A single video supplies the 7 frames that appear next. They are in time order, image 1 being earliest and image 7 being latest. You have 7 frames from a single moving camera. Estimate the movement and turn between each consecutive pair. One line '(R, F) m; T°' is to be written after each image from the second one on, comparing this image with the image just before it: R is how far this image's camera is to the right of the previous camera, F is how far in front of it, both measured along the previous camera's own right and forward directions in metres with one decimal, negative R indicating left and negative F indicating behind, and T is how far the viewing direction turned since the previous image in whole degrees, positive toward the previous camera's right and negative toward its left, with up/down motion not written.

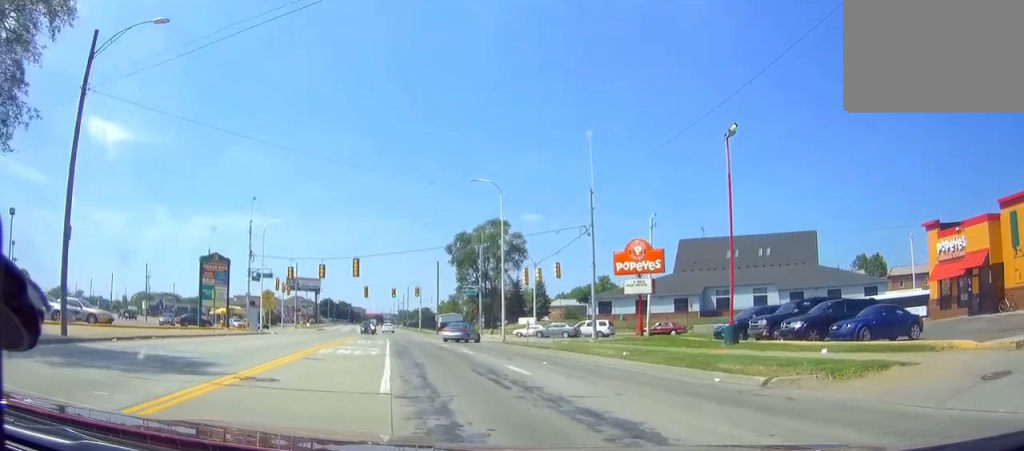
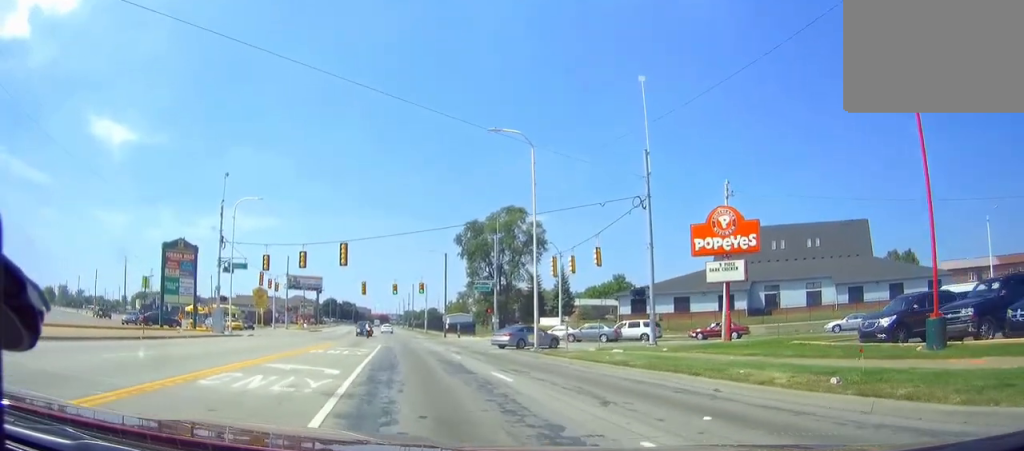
(0.0, +12.7) m; 0°
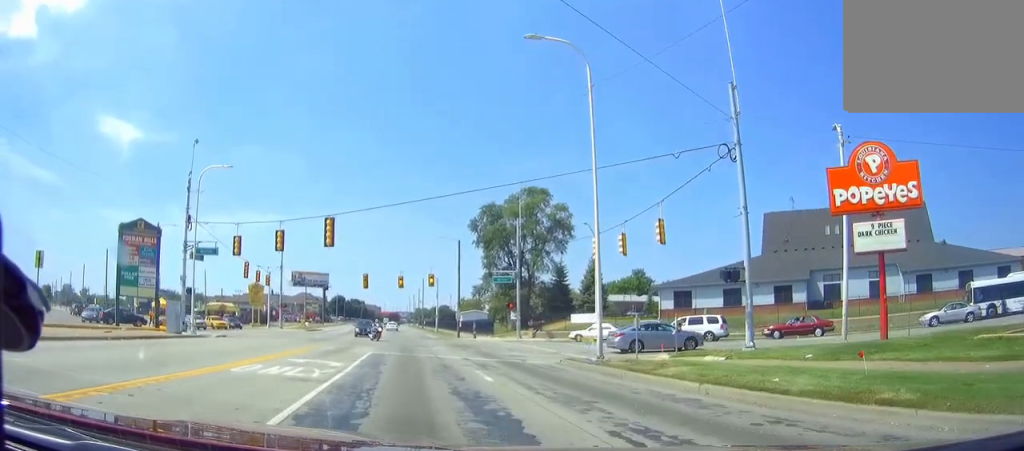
(0.0, +11.0) m; 0°
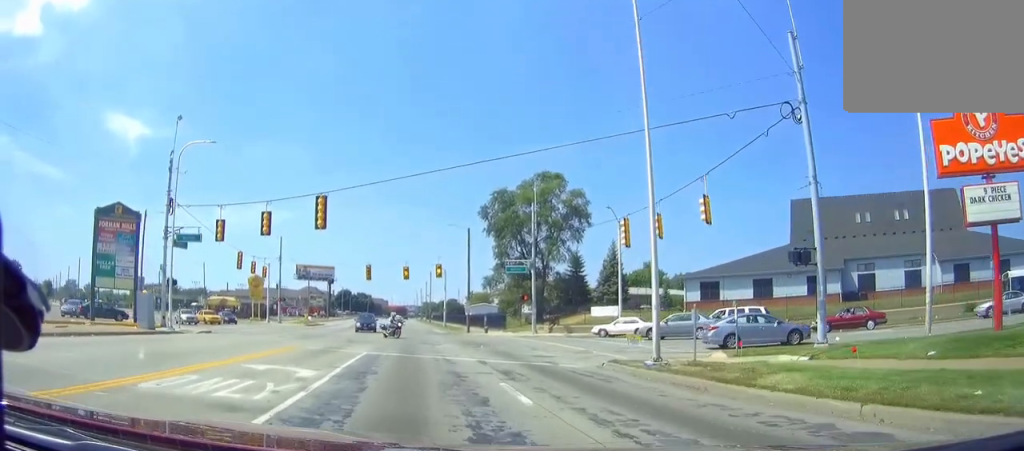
(0.0, +5.6) m; -1°
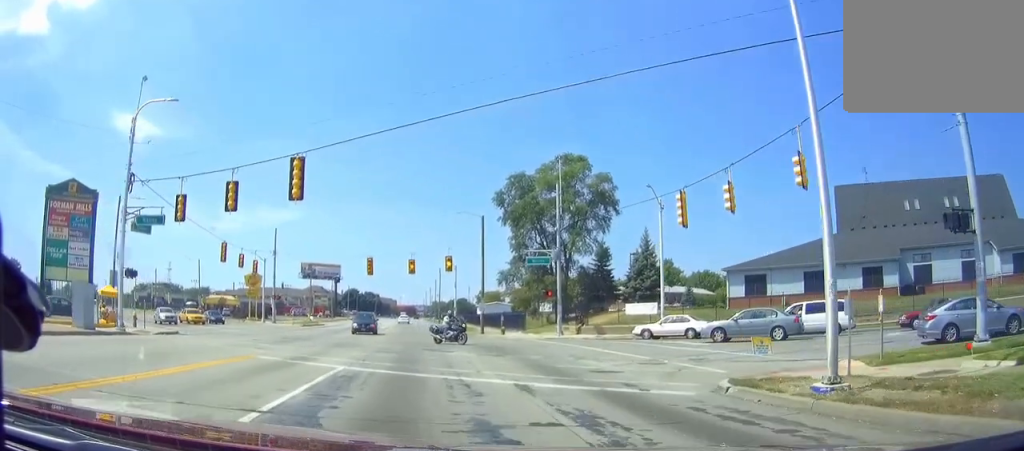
(+0.1, +8.3) m; -2°
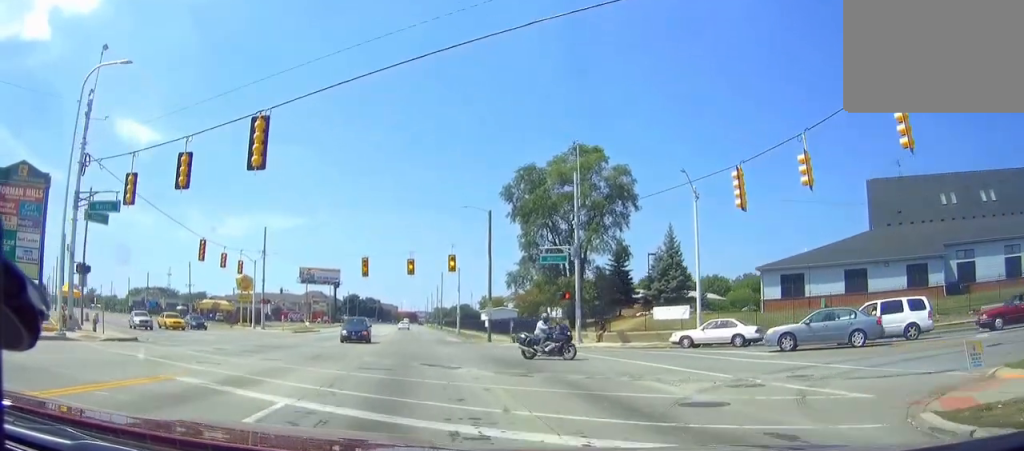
(-0.2, +6.4) m; -1°
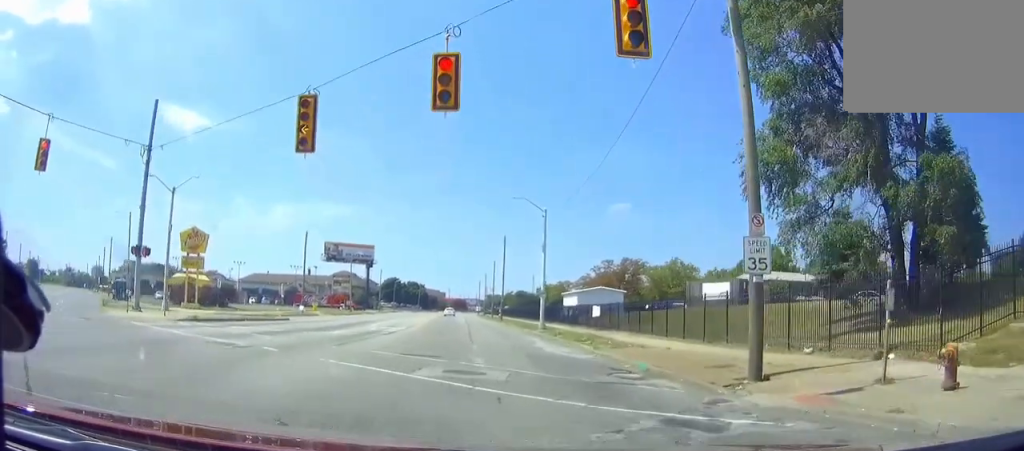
(-1.2, +39.5) m; -2°
